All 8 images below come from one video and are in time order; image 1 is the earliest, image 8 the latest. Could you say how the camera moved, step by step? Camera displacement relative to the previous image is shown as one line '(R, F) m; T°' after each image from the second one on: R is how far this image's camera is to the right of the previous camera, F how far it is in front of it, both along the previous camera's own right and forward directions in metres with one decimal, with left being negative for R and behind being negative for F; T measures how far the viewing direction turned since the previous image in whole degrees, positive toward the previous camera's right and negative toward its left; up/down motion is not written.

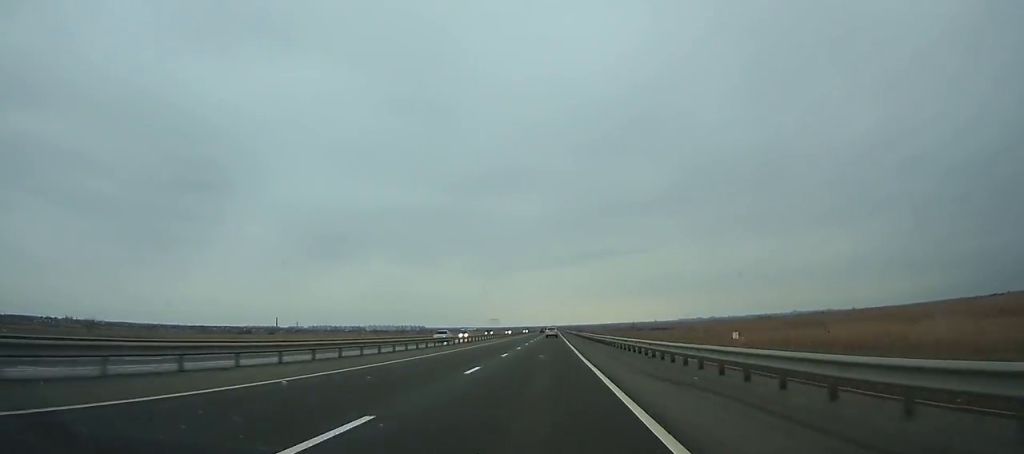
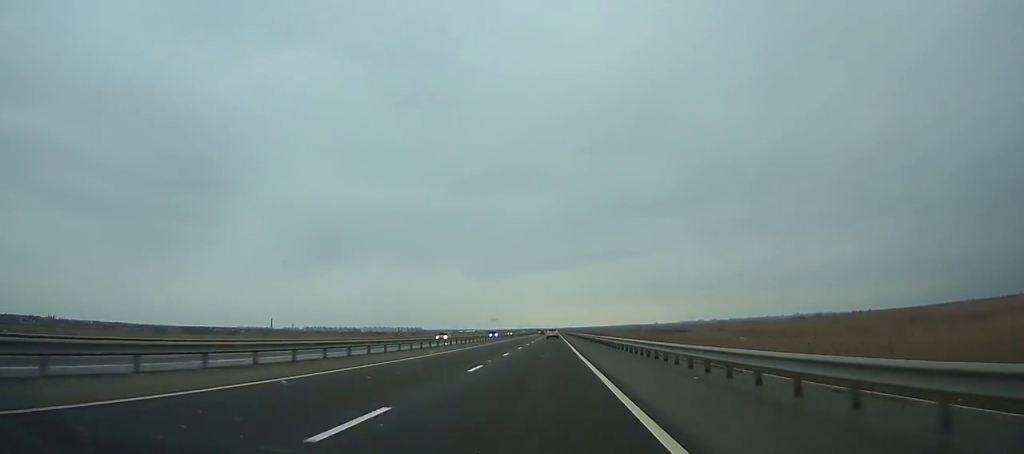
(-0.1, +71.3) m; 0°
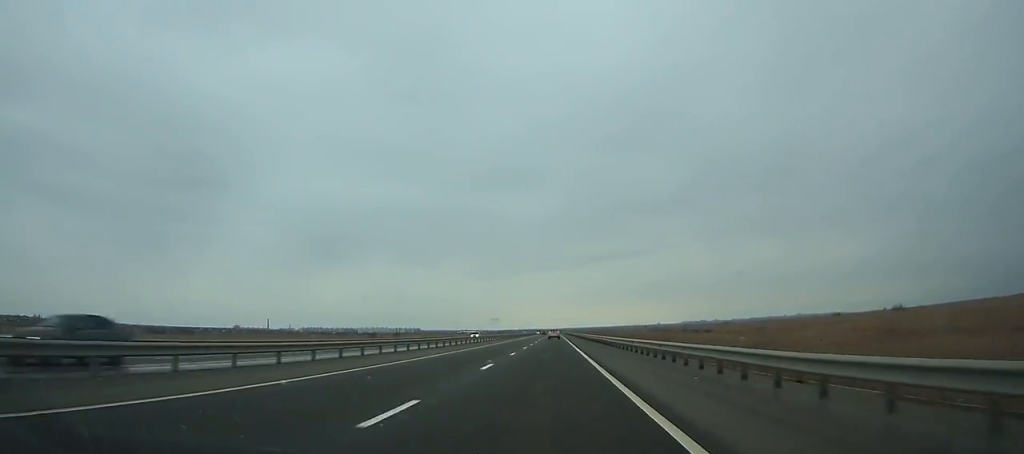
(0.0, +57.4) m; 0°
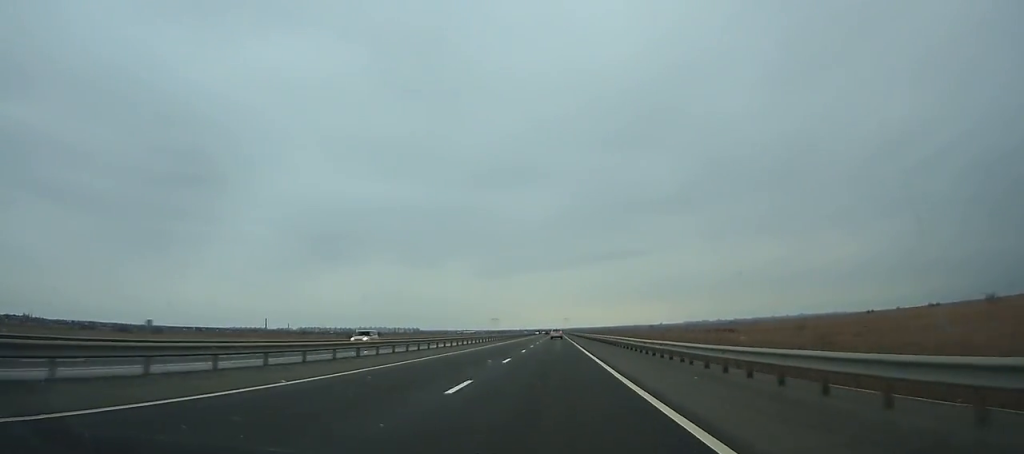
(0.0, +43.1) m; 0°
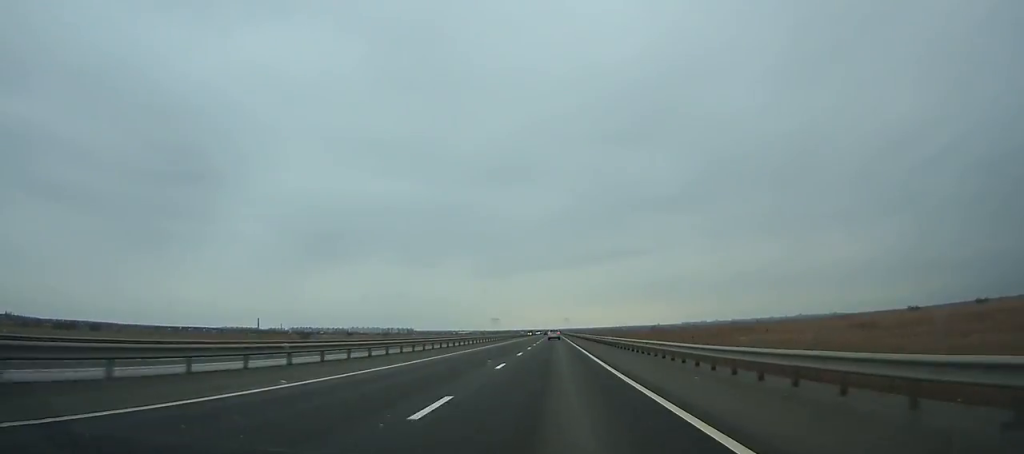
(0.0, +51.8) m; 0°
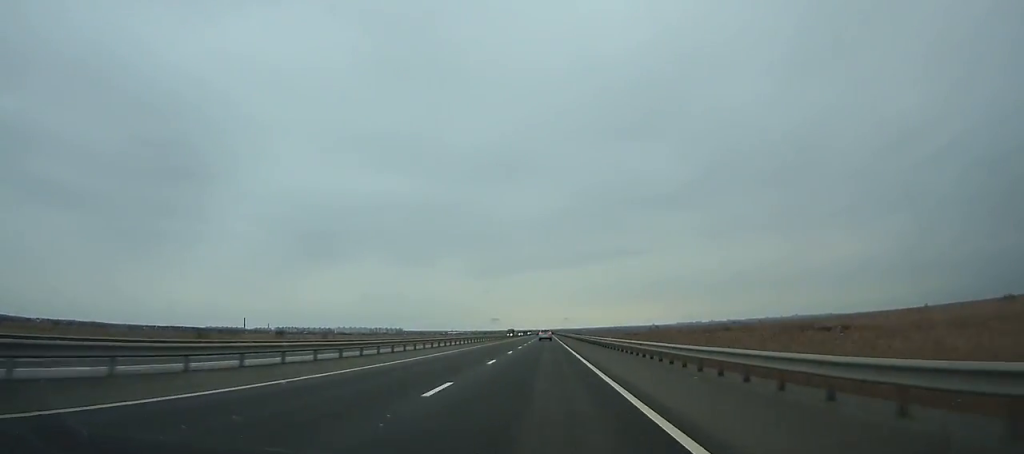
(+0.3, +80.0) m; 0°
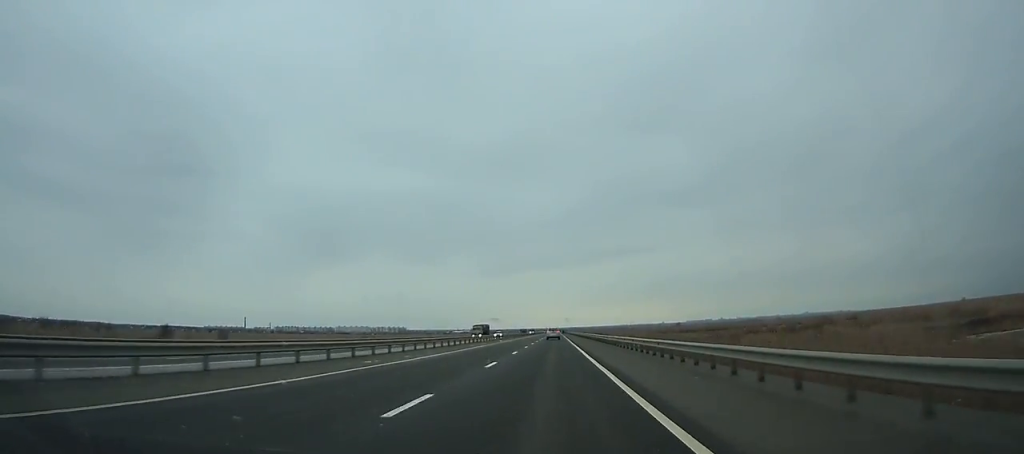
(-0.5, +84.8) m; 0°
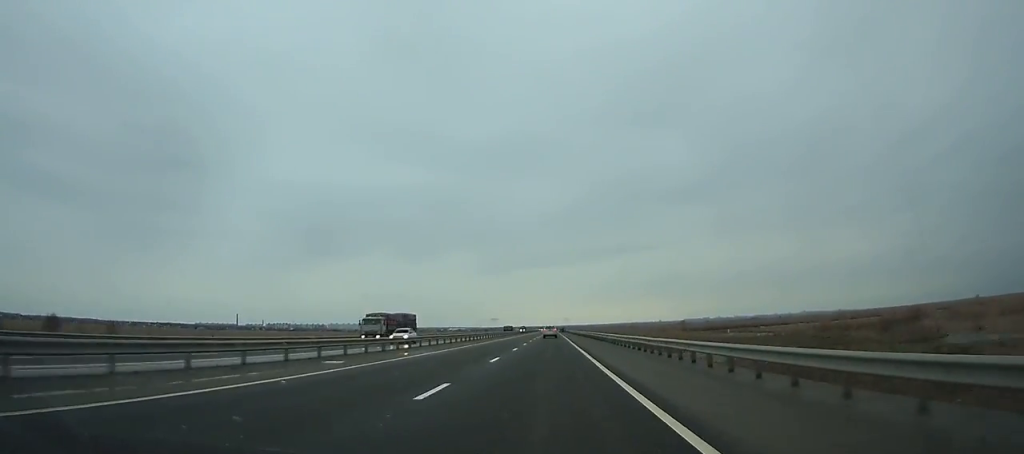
(0.0, +44.6) m; 0°
